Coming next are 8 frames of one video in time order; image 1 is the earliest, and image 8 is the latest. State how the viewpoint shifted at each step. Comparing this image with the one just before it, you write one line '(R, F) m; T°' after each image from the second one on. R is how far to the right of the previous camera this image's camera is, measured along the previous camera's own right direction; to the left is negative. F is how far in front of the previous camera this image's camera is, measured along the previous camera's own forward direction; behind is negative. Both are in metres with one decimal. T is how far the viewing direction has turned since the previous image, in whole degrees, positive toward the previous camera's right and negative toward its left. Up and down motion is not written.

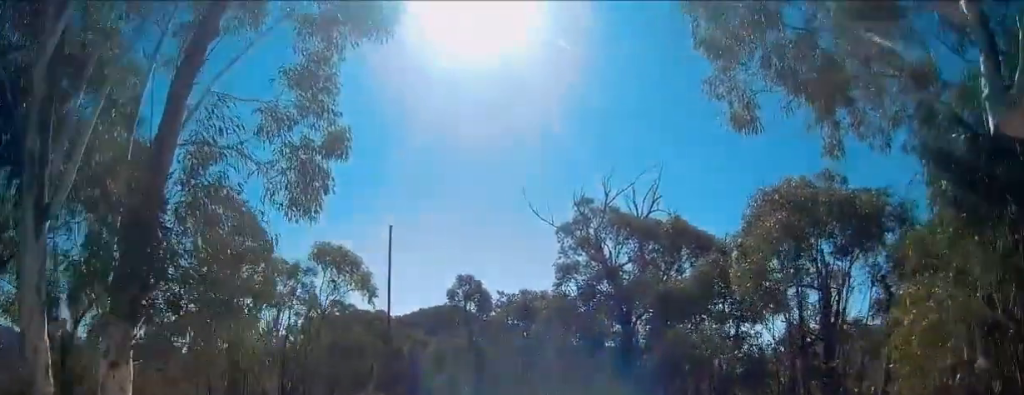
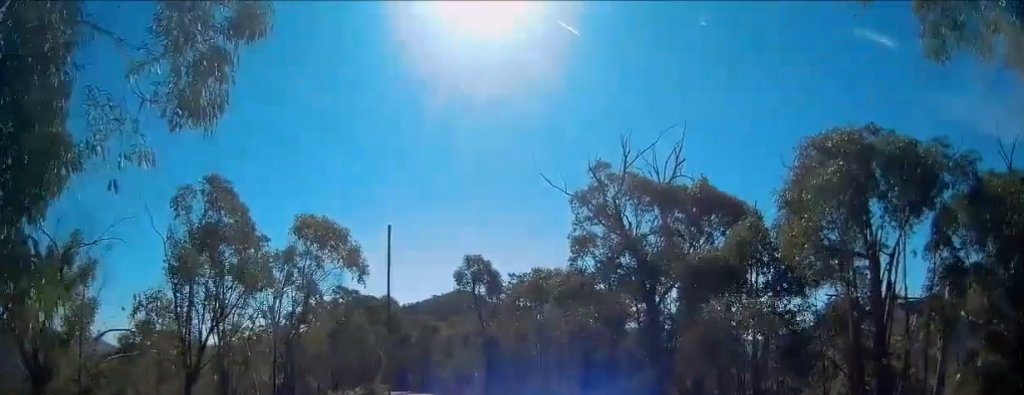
(-0.3, +2.6) m; 0°
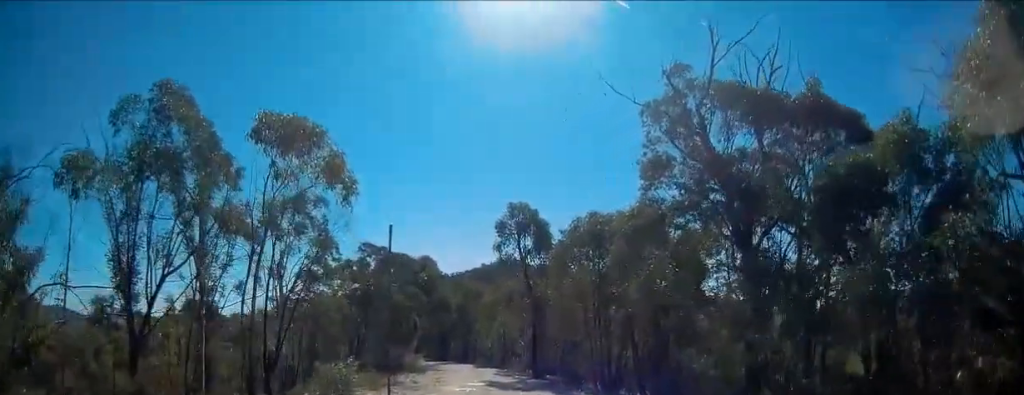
(+0.2, +5.9) m; +5°
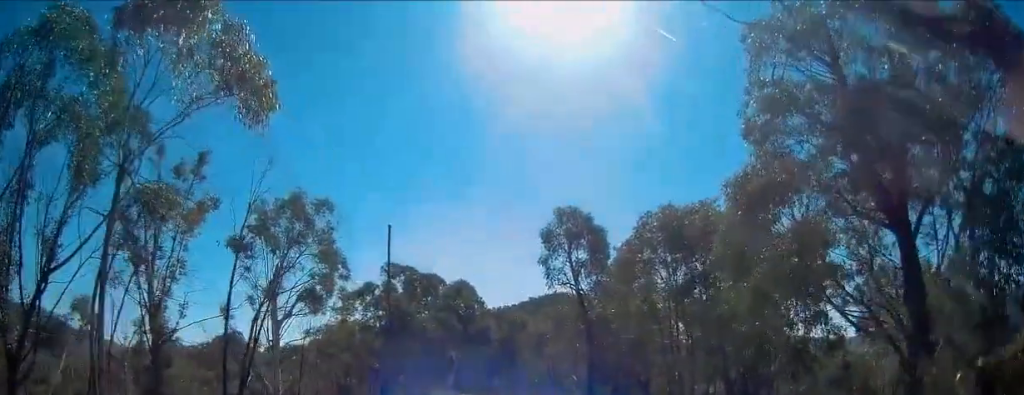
(+0.2, +6.5) m; -5°
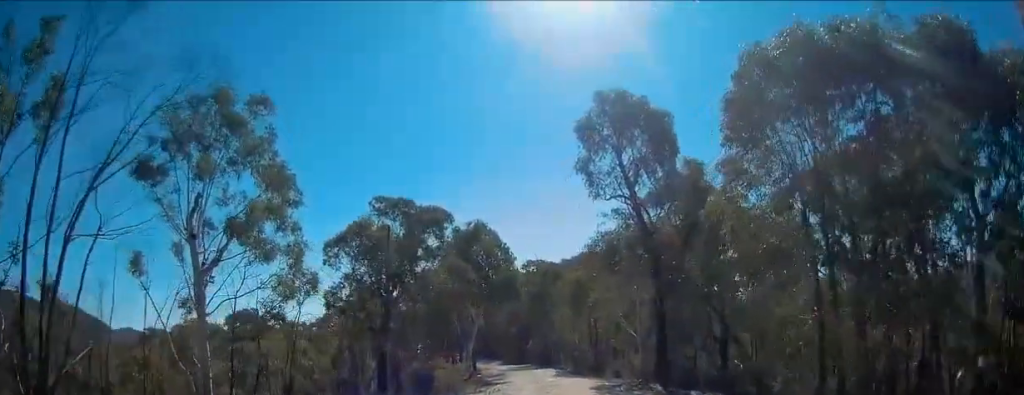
(-1.2, +8.9) m; -8°
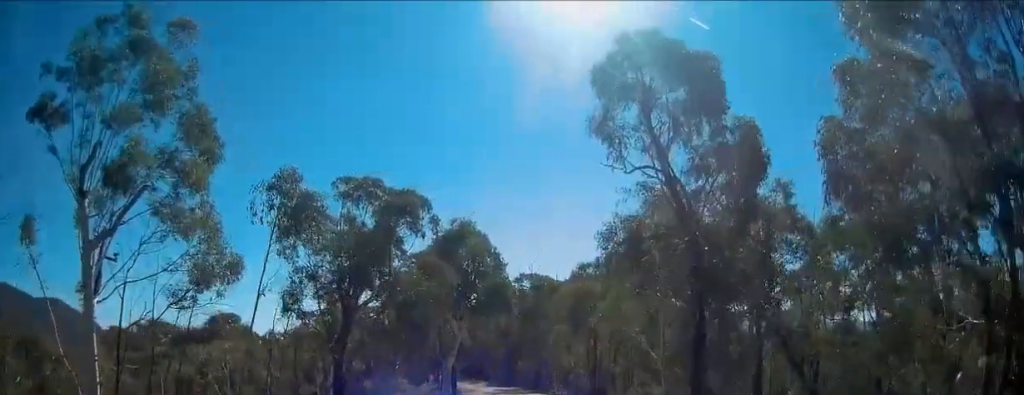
(0.0, +5.2) m; 0°
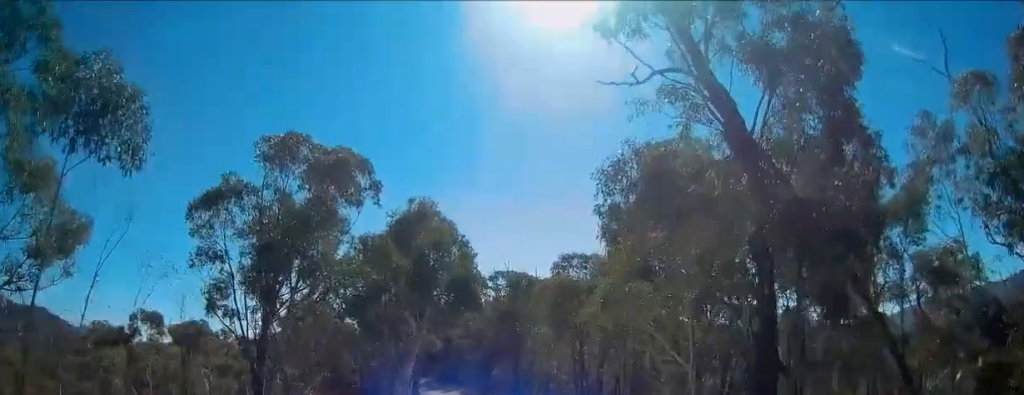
(0.0, +5.7) m; 0°
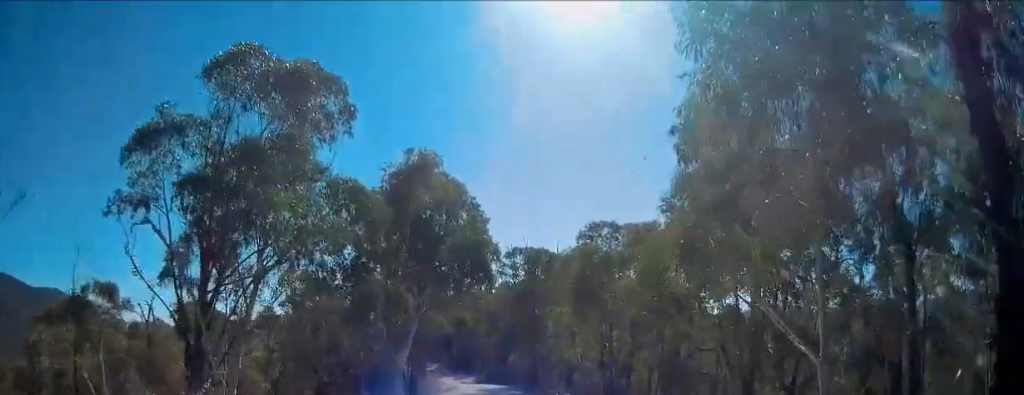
(0.0, +5.0) m; 0°
